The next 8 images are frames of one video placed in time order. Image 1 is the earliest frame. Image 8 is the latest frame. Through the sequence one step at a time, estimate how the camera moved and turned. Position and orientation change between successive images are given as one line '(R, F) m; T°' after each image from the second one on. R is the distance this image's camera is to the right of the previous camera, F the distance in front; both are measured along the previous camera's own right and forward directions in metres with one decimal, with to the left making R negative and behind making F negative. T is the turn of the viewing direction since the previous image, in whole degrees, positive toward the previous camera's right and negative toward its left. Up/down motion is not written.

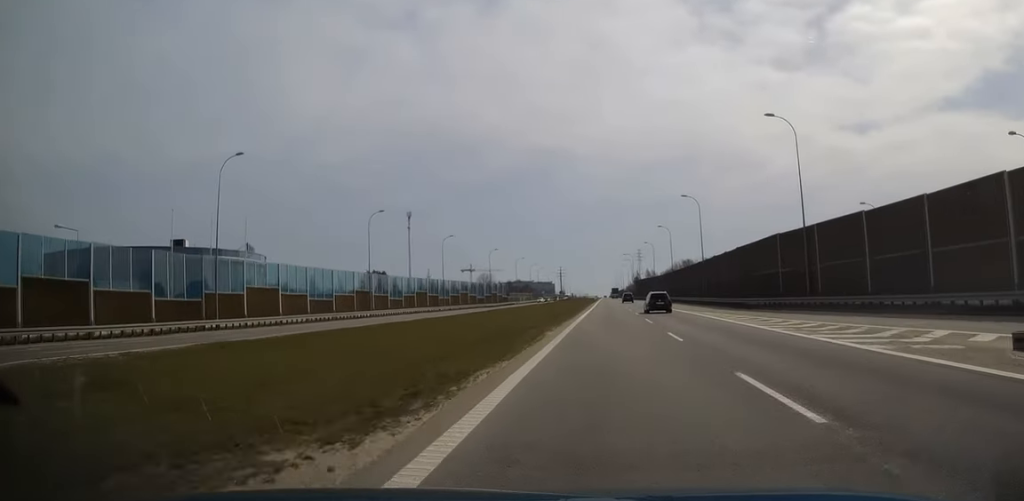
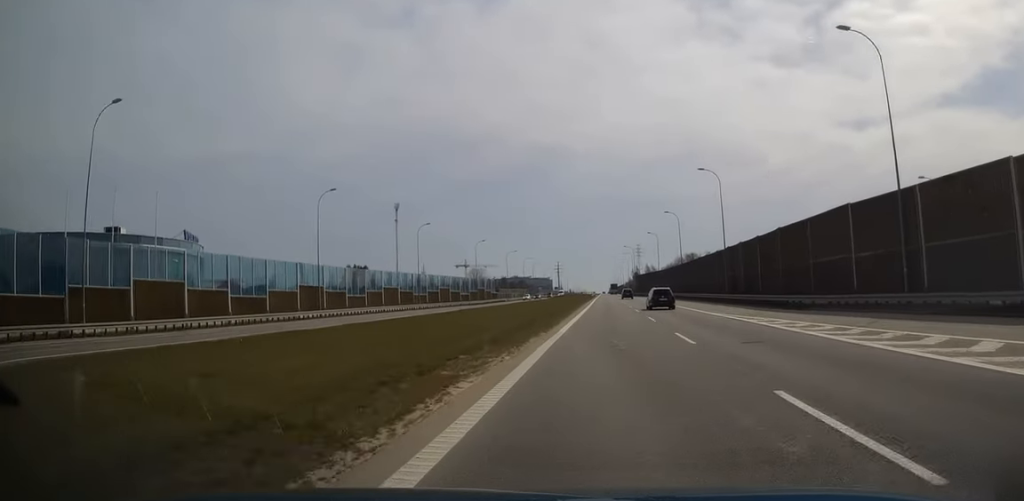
(0.0, +14.4) m; 0°
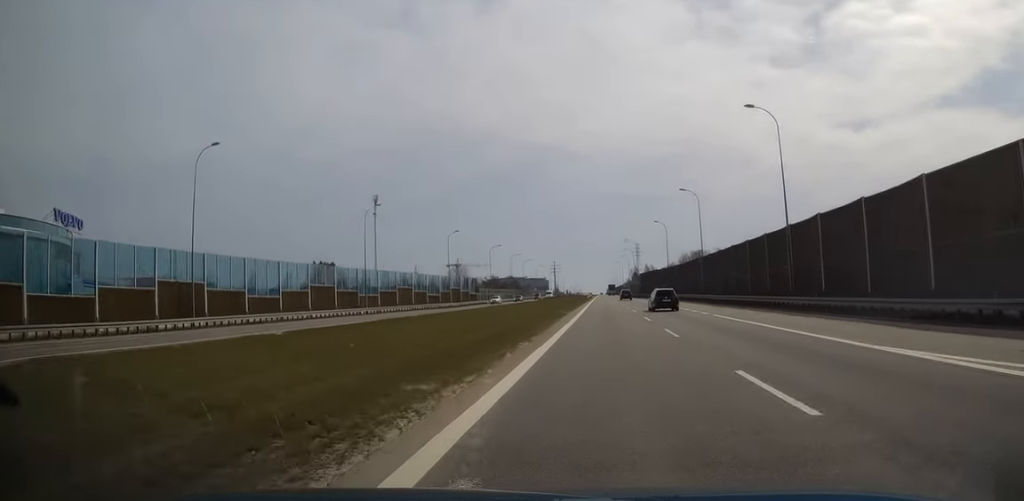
(-0.2, +21.6) m; 0°
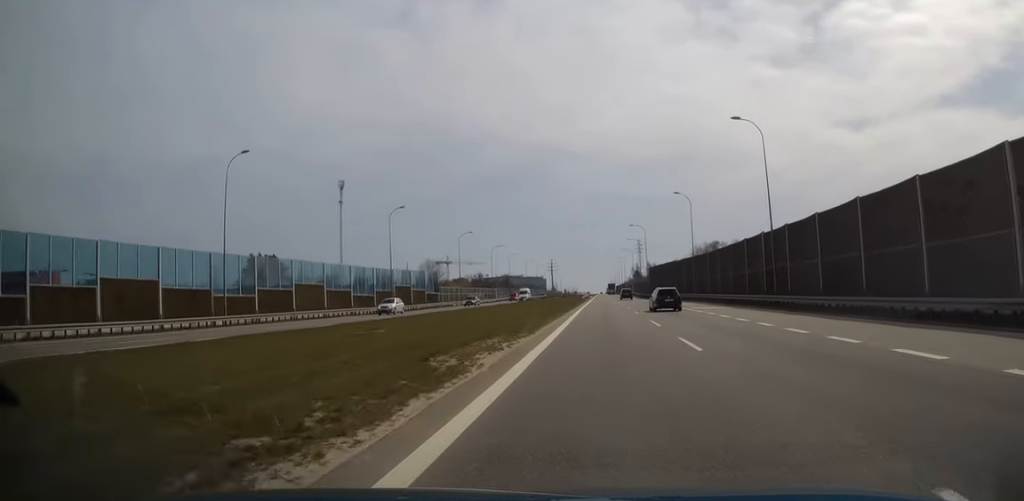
(+0.4, +30.5) m; +1°
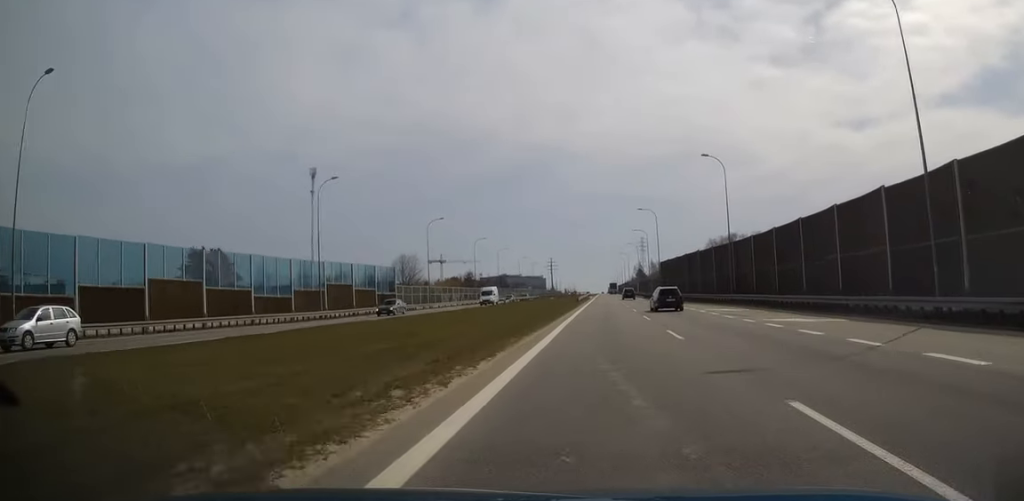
(0.0, +21.3) m; 0°
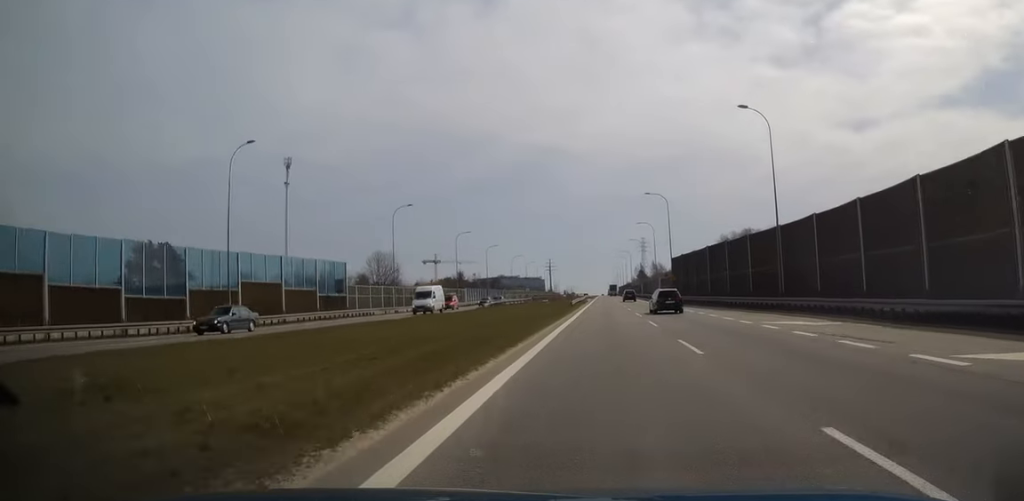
(0.0, +15.5) m; 0°
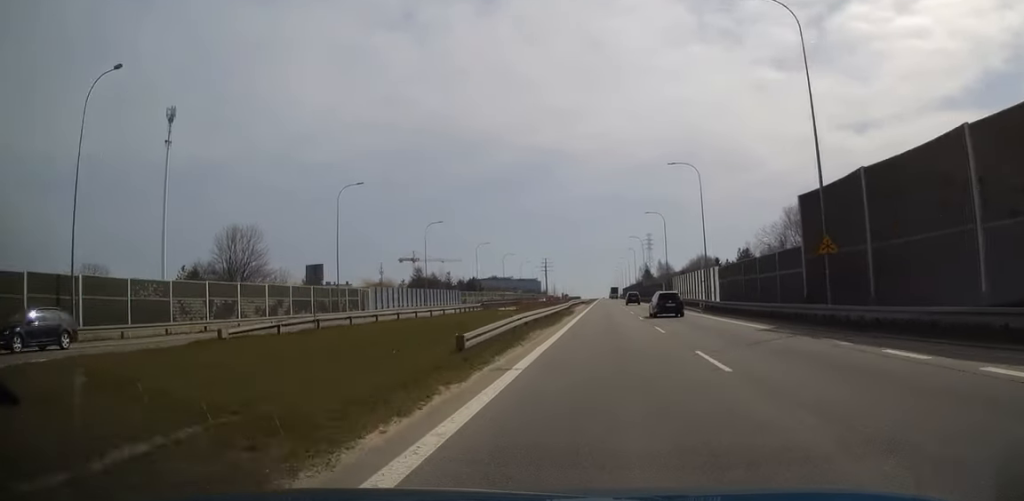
(+0.2, +50.6) m; 0°
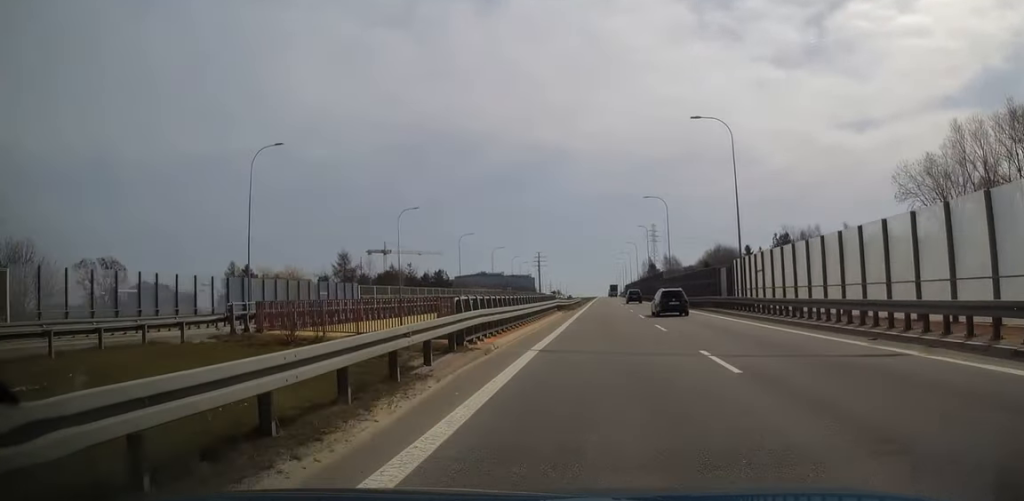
(0.0, +48.5) m; 0°
